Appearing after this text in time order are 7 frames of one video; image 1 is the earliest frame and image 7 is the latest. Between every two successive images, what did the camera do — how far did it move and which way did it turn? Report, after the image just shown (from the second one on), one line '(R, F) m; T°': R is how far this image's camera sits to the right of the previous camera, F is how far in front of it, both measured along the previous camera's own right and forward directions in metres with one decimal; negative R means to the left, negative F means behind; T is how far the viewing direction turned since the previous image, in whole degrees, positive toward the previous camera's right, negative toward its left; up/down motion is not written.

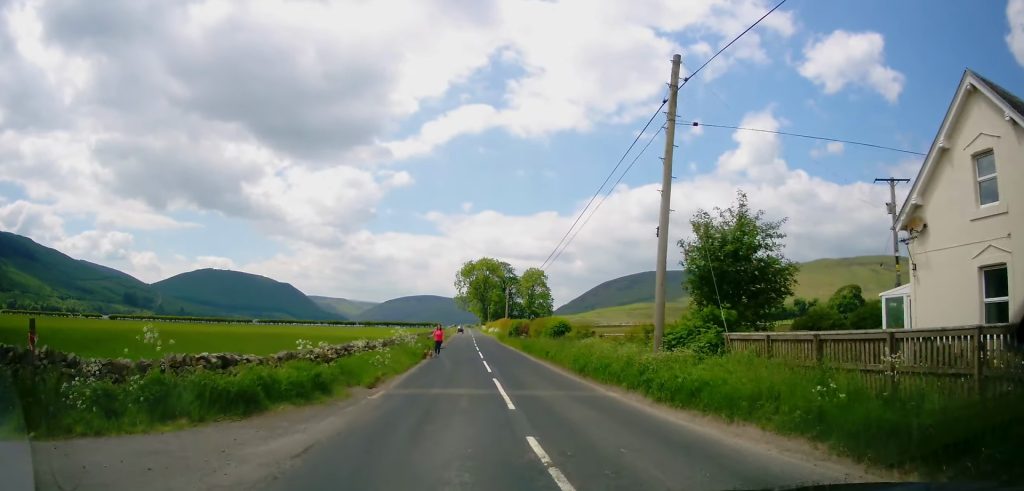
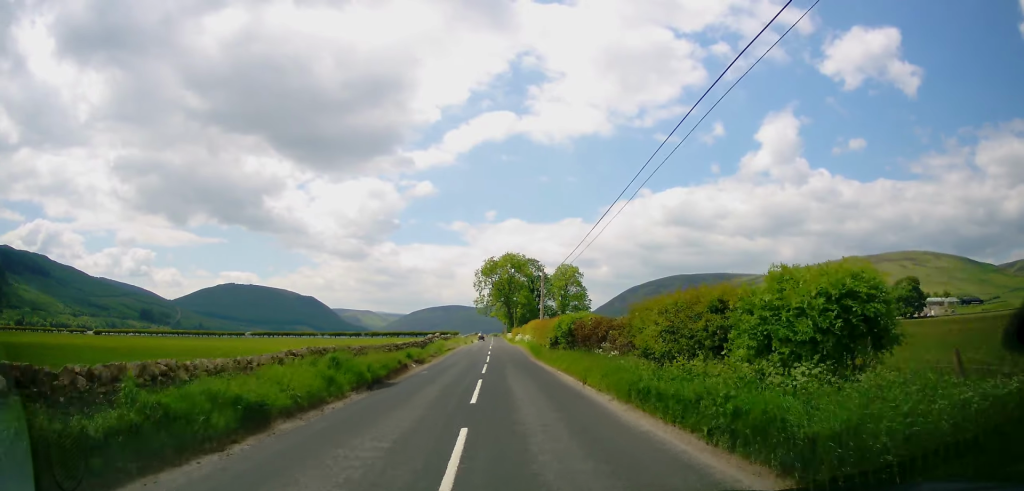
(+0.7, +27.0) m; 0°
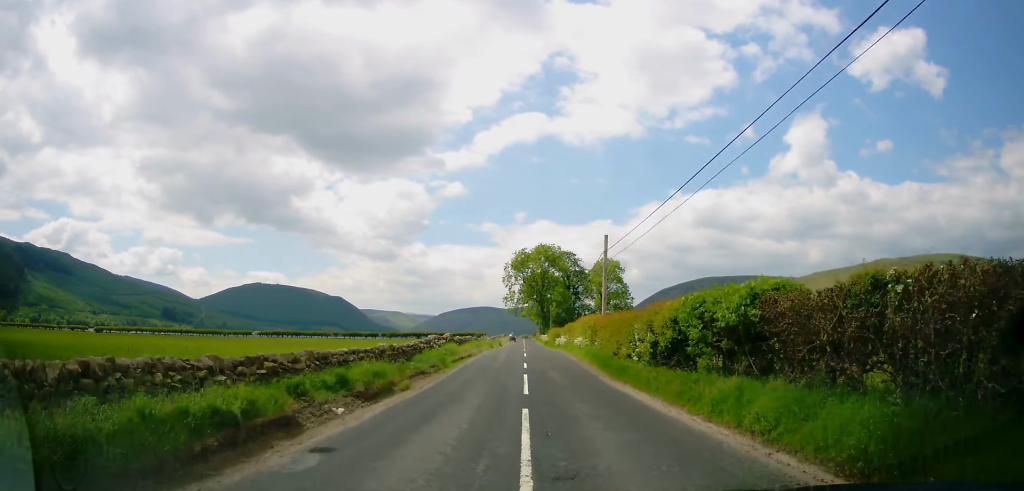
(-0.7, +15.8) m; -2°
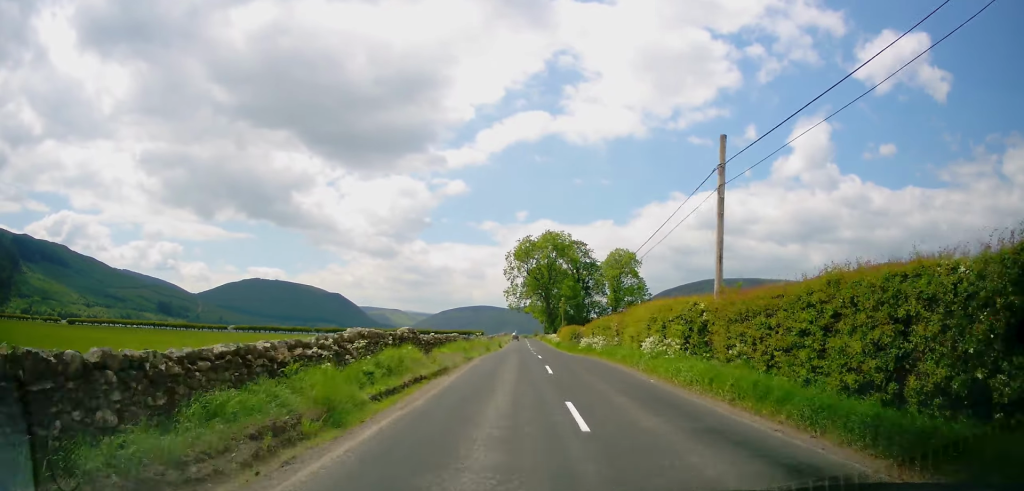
(-0.2, +15.3) m; 0°
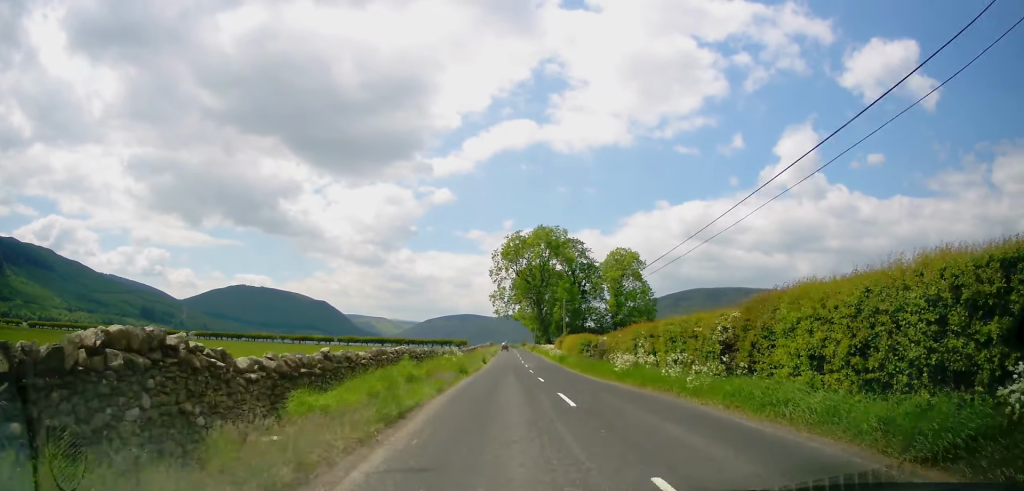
(0.0, +14.0) m; +1°
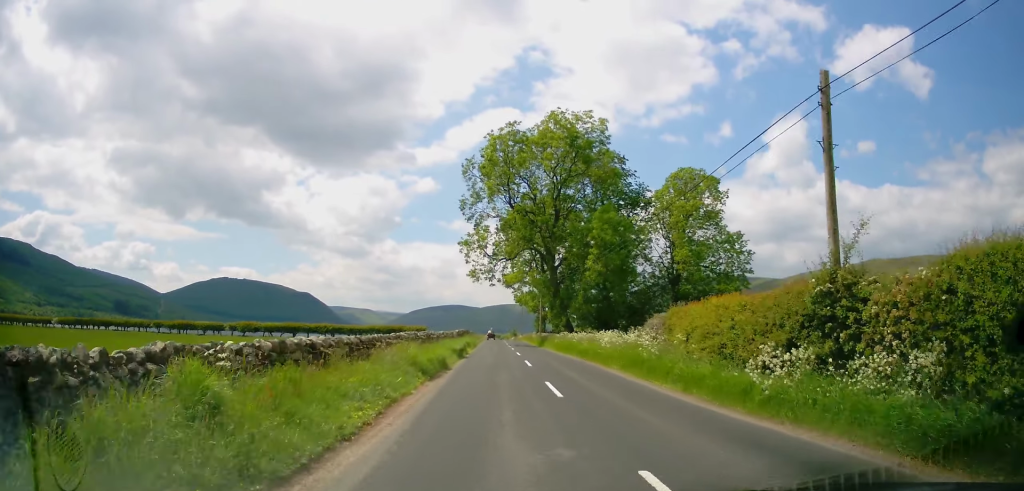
(+0.3, +45.2) m; +1°
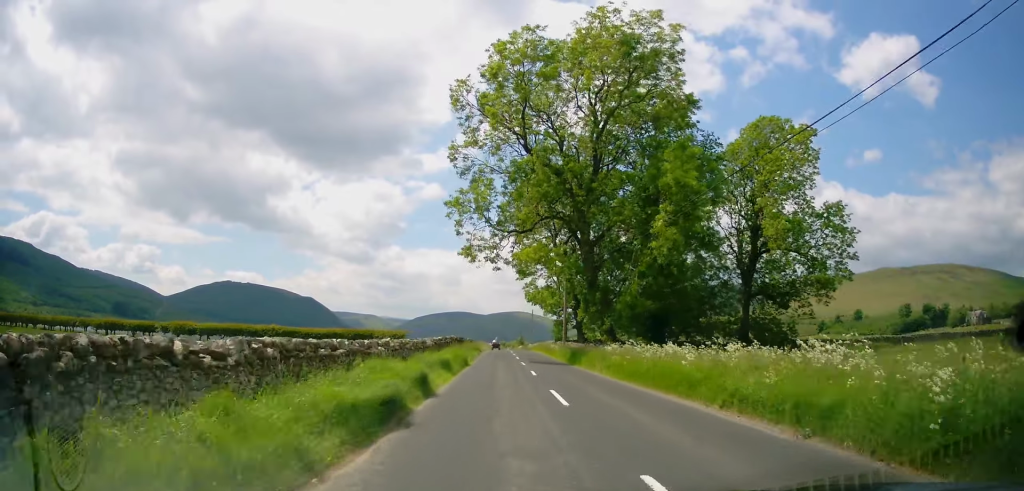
(+0.6, +18.6) m; +1°
